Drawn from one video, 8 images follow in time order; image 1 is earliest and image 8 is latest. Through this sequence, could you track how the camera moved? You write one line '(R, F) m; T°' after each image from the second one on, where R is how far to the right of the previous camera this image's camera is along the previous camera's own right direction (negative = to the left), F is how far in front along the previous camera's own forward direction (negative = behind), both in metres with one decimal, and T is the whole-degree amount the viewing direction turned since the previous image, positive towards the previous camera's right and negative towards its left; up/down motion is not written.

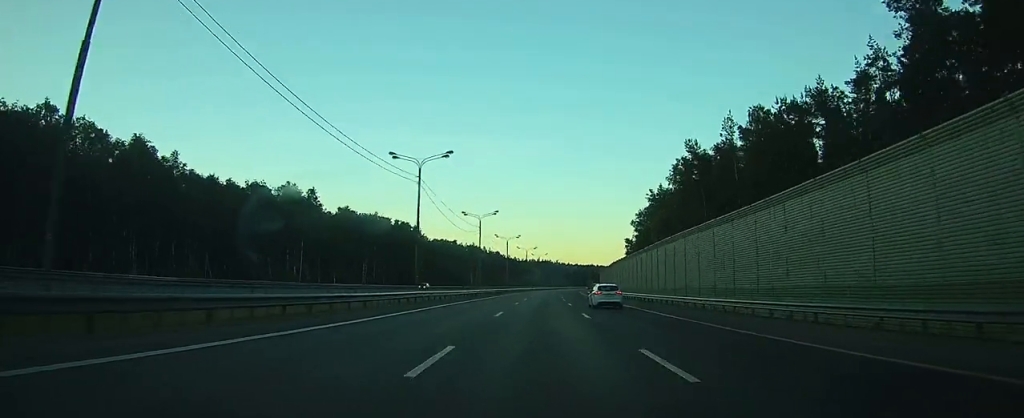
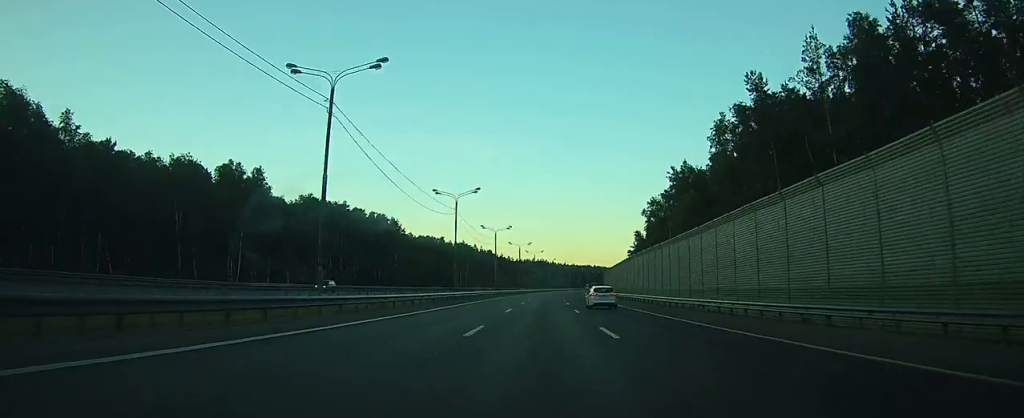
(+0.1, +25.0) m; 0°
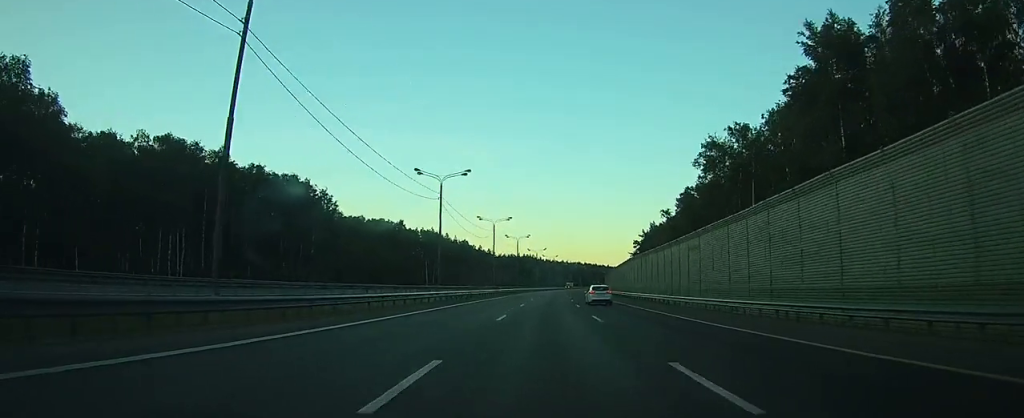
(+0.2, +57.2) m; +1°
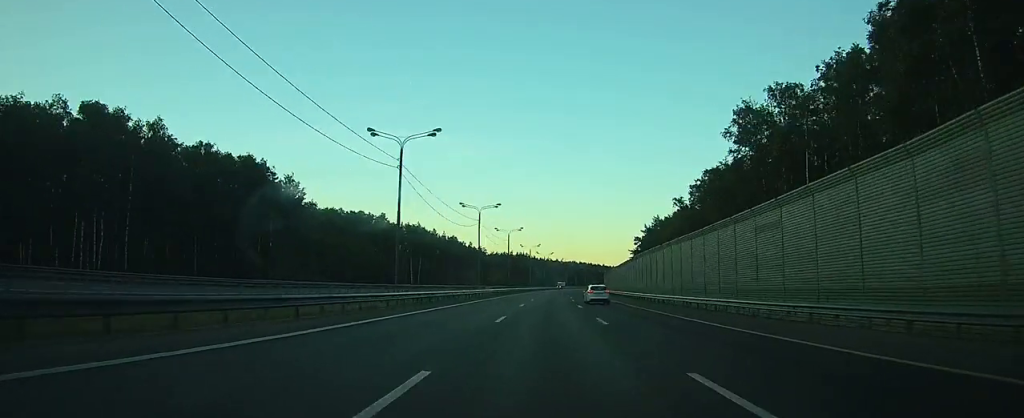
(0.0, +17.1) m; +1°
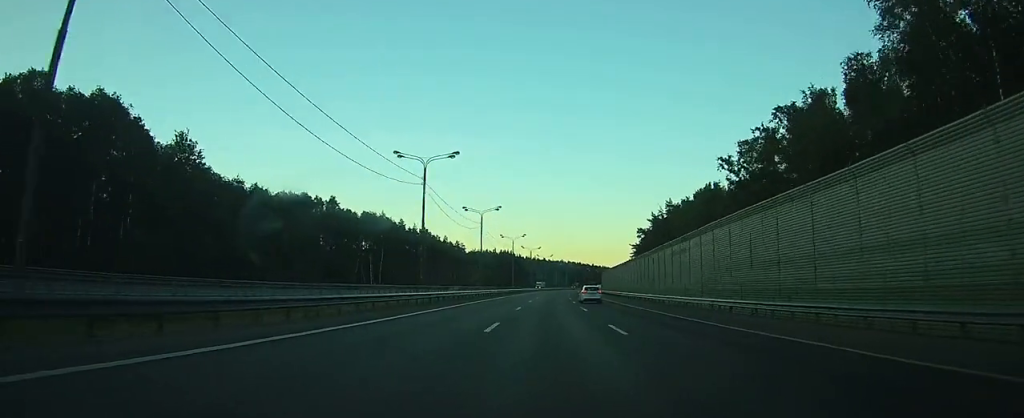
(+0.4, +36.3) m; +1°
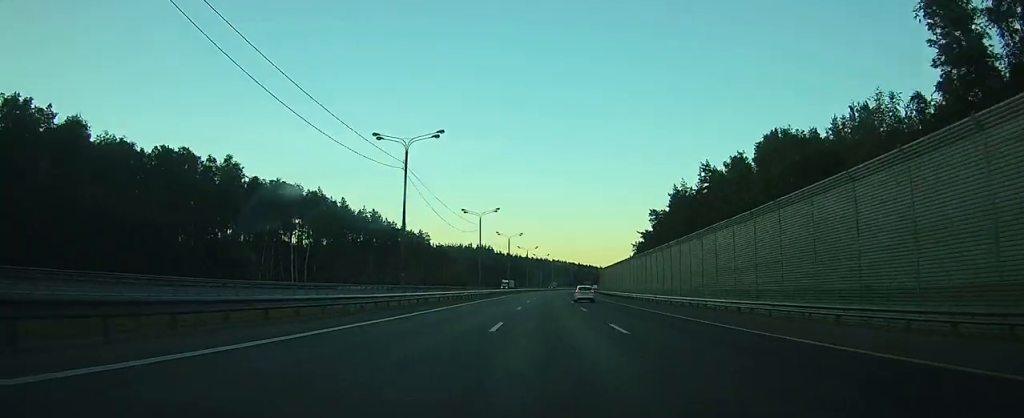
(+0.5, +47.6) m; +1°
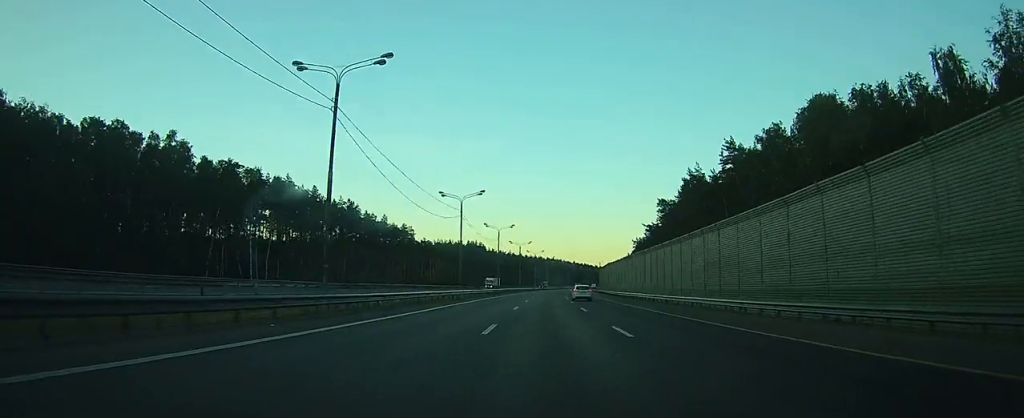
(+0.1, +17.3) m; +1°
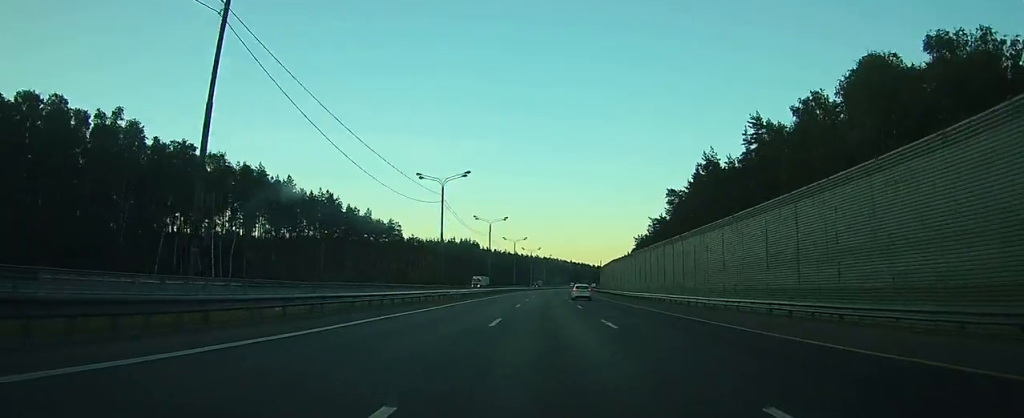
(+0.1, +13.2) m; 0°
